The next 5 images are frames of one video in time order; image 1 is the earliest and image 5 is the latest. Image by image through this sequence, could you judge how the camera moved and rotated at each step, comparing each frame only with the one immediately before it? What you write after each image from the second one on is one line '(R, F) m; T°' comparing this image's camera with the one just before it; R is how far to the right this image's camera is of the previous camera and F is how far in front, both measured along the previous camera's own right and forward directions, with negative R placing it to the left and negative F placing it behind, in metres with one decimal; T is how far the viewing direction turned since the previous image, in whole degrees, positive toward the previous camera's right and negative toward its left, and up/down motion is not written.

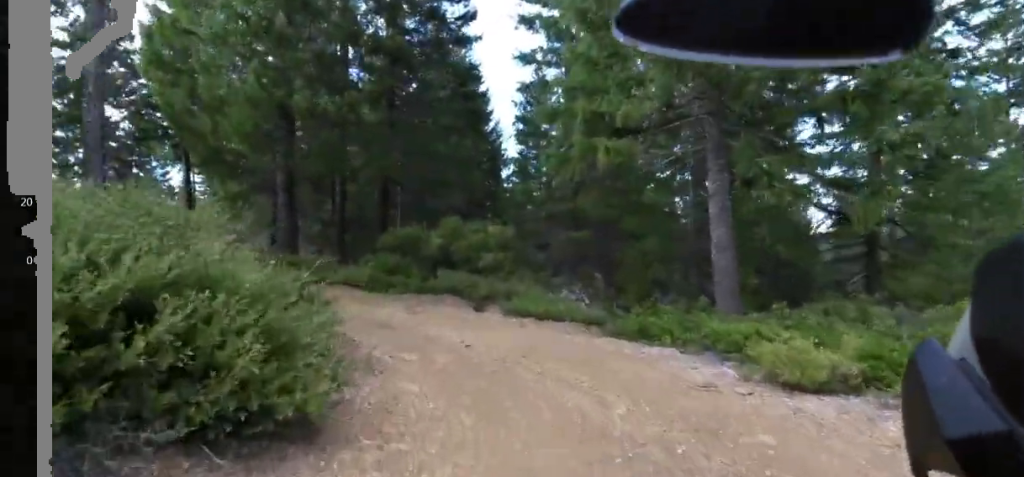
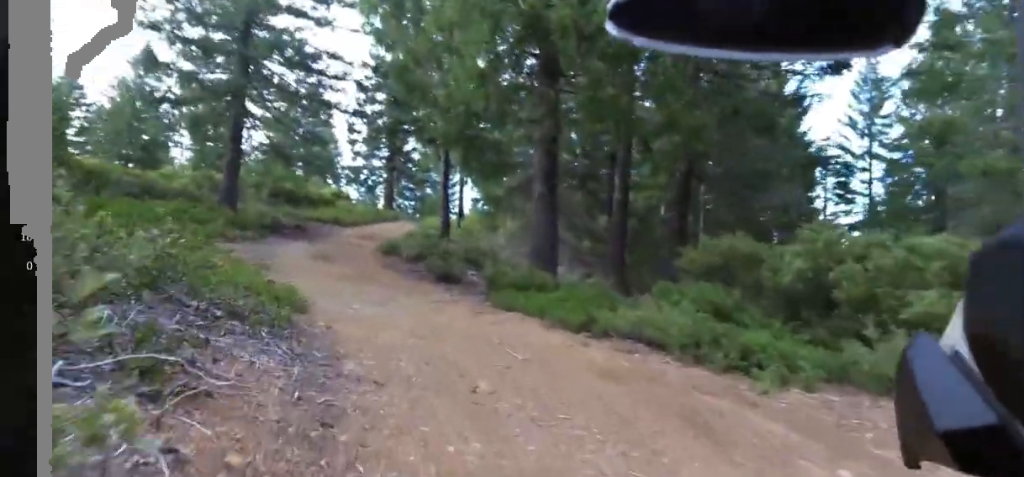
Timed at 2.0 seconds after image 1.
(+0.1, +11.6) m; 0°
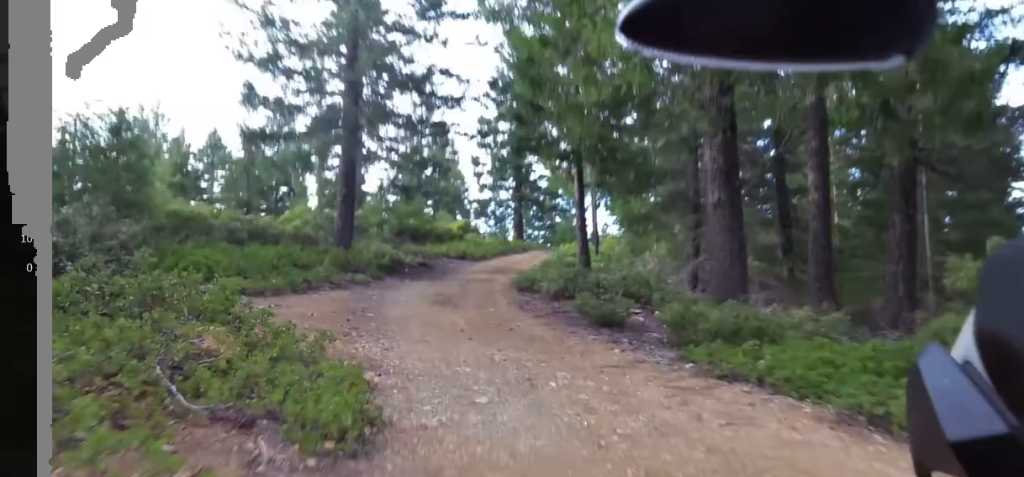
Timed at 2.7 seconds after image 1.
(-0.2, +4.7) m; +3°
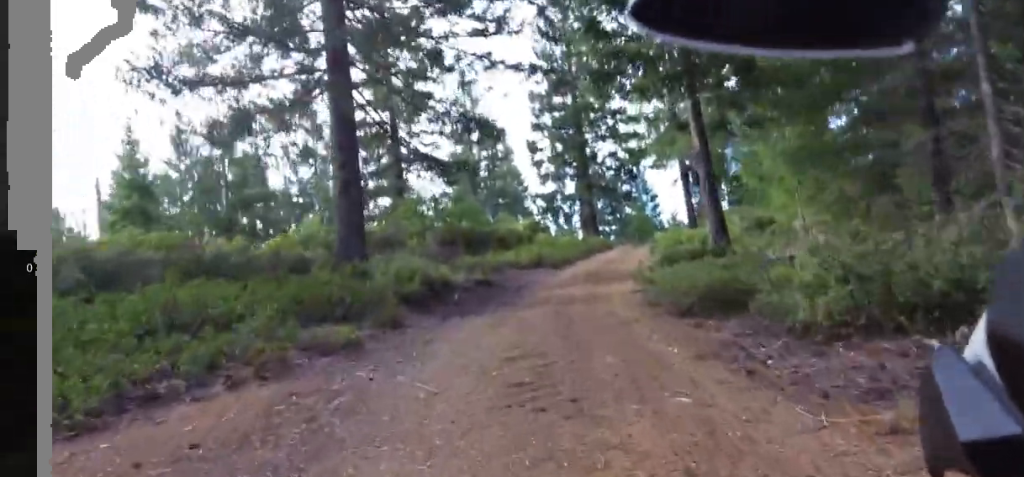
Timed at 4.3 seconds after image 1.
(+1.2, +9.5) m; +8°
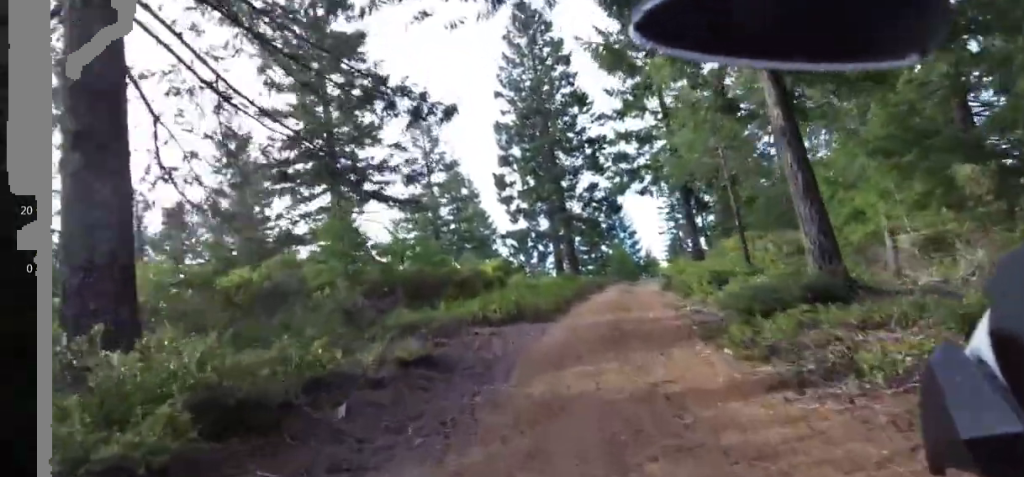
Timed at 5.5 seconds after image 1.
(0.0, +7.6) m; 0°
